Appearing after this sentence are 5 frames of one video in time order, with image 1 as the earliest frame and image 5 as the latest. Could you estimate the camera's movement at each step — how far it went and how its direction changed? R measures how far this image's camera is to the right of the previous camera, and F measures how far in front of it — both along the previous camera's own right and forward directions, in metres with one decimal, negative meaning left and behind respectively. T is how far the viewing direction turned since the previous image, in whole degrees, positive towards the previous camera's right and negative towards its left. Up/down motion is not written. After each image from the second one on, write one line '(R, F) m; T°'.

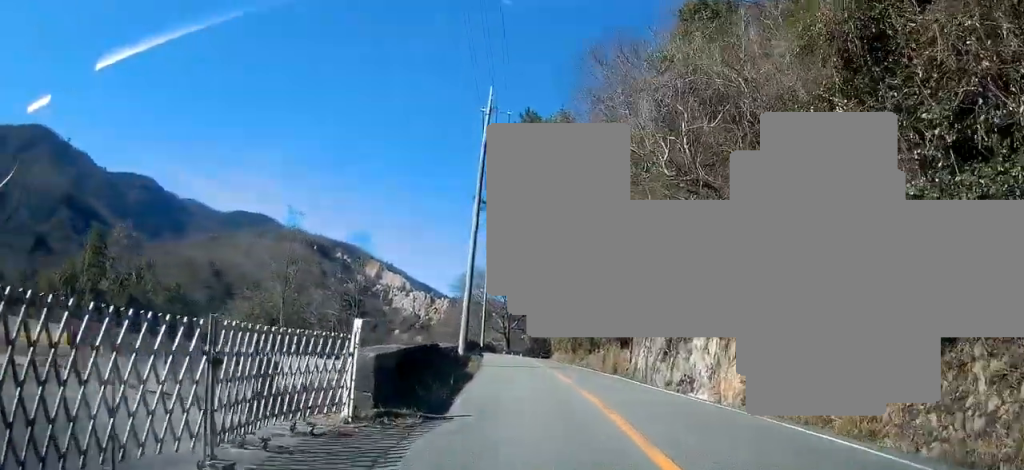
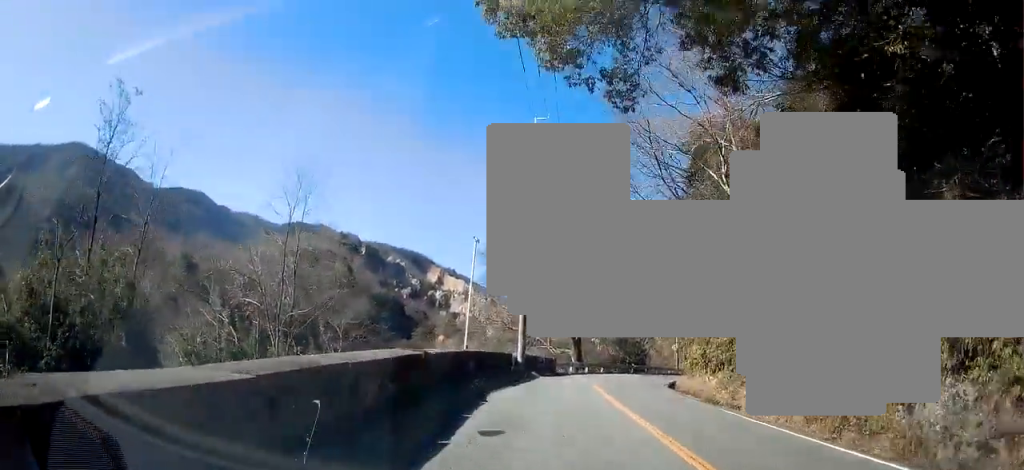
(-1.3, +37.3) m; -4°
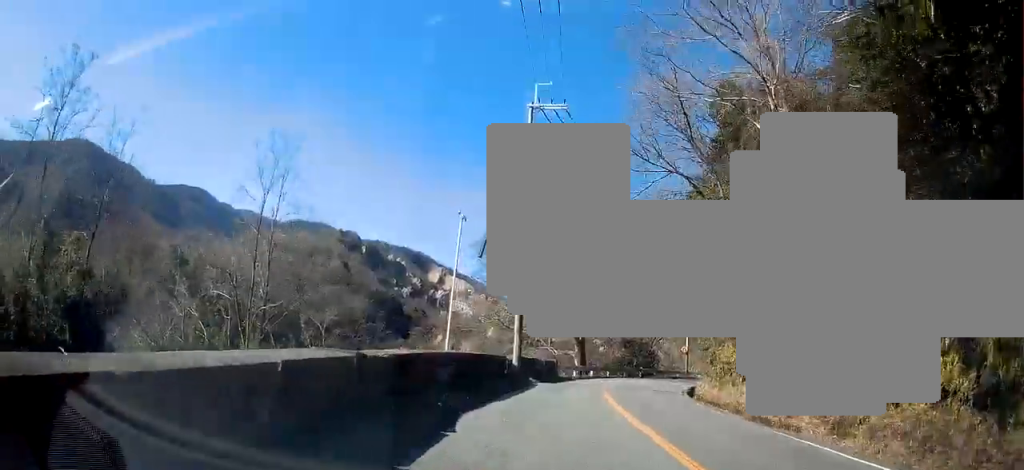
(-0.1, +4.4) m; 0°
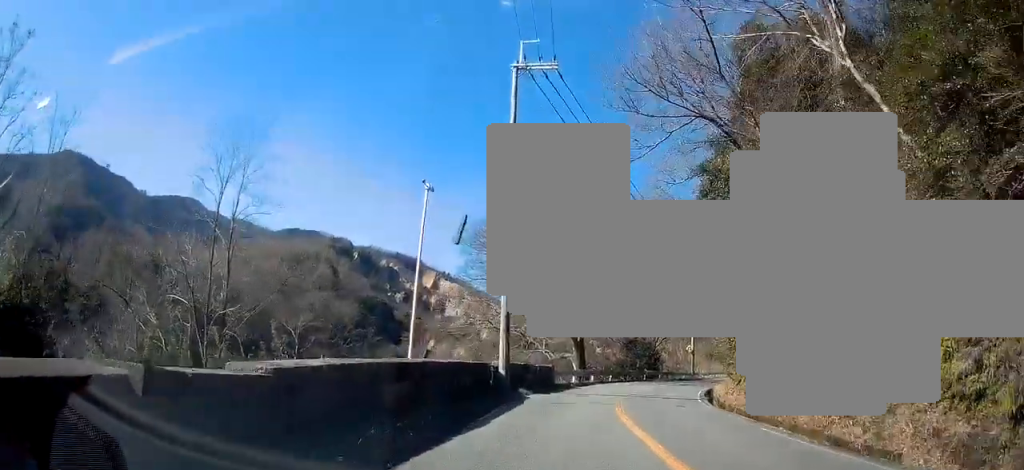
(-0.1, +4.7) m; +1°
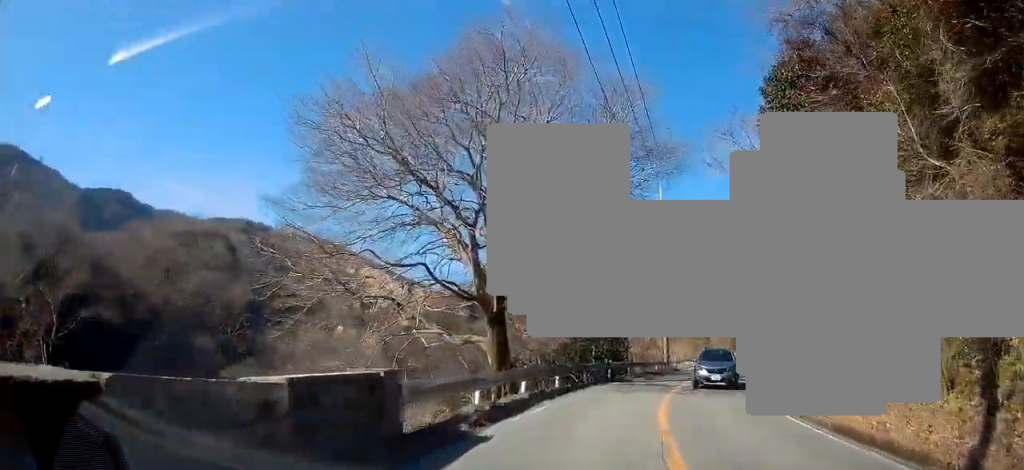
(+1.5, +18.4) m; +6°
